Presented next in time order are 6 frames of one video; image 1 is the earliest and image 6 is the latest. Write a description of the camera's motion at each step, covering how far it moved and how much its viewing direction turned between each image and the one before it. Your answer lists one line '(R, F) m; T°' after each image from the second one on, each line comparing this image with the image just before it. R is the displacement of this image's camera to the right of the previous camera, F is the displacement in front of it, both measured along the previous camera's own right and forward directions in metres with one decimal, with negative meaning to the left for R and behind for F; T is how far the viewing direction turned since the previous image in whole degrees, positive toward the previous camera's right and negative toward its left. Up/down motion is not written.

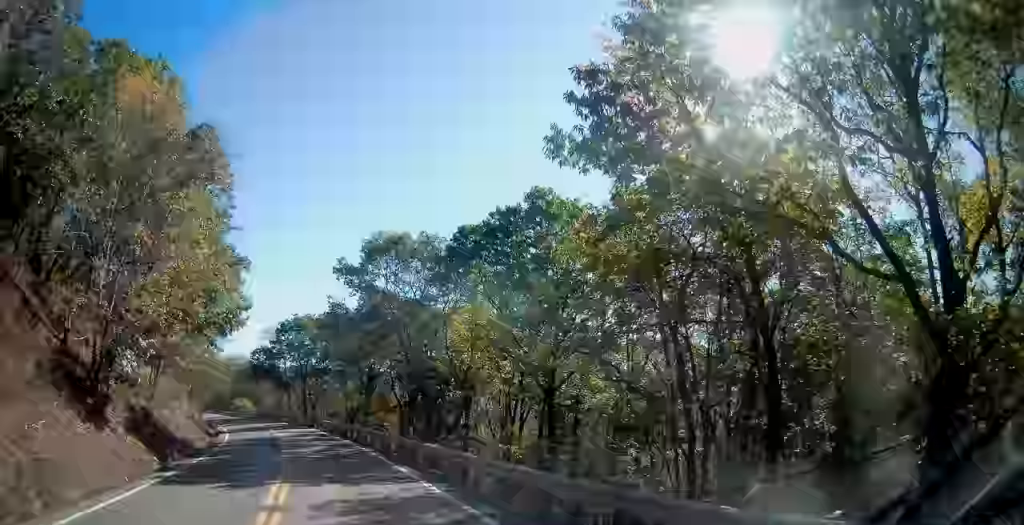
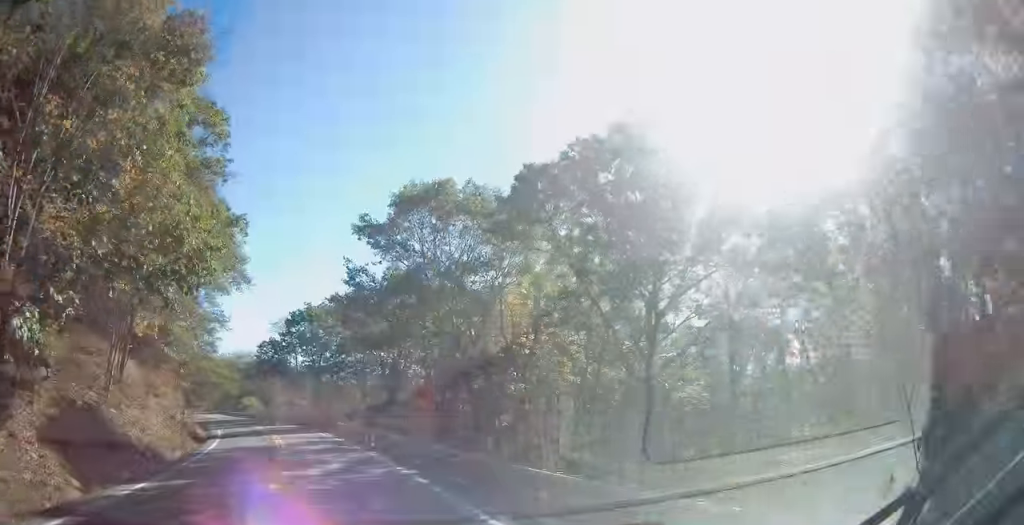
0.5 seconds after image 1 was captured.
(-0.2, +9.3) m; -2°
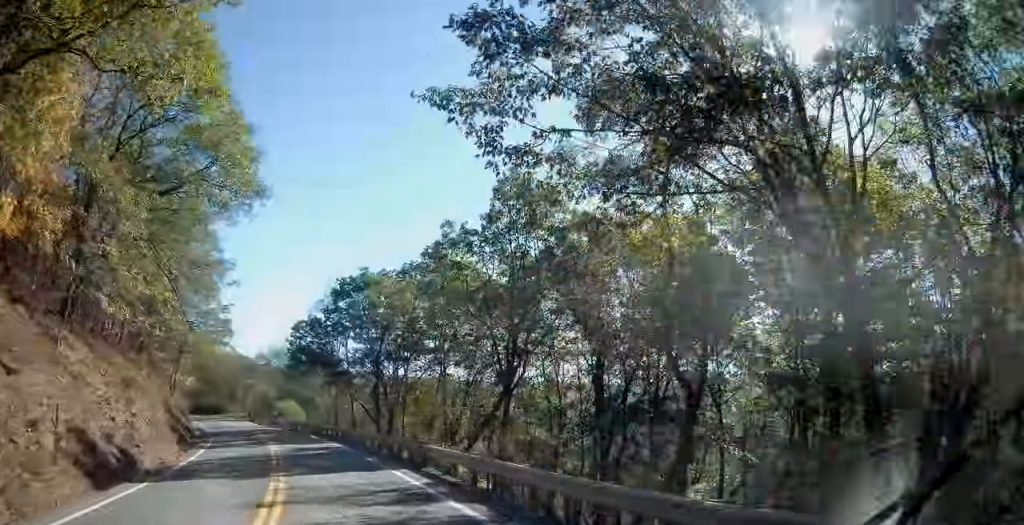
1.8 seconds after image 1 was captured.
(-1.2, +22.5) m; -6°
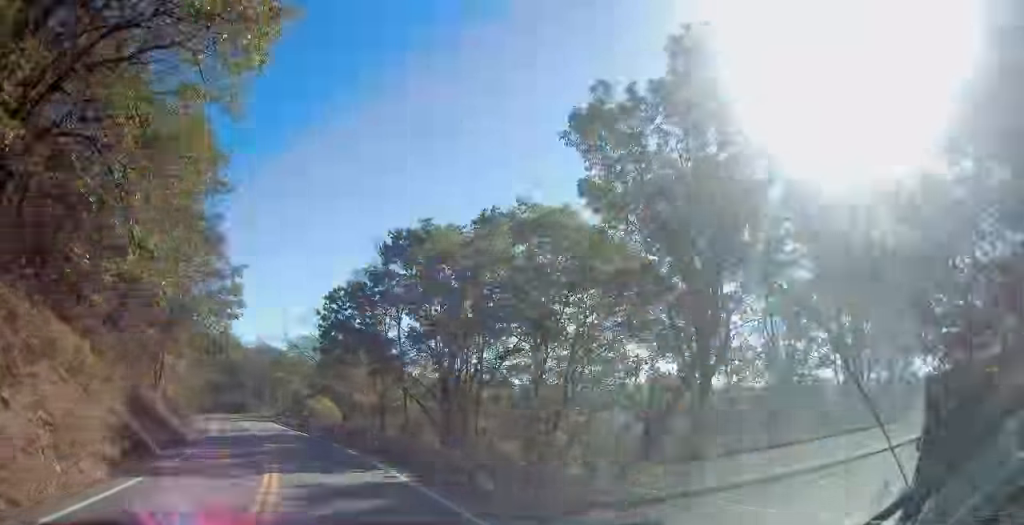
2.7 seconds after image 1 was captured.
(-0.4, +14.9) m; -4°
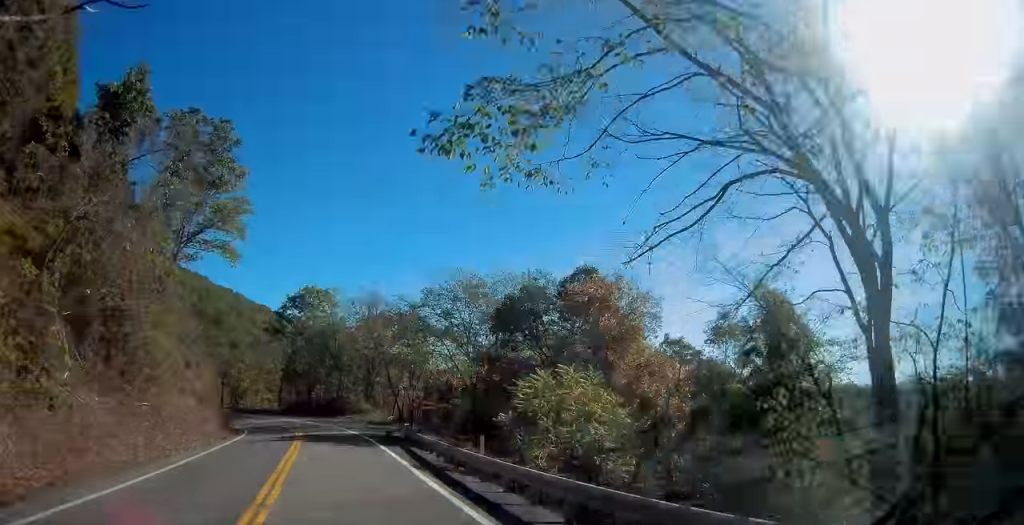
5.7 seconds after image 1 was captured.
(-4.9, +49.6) m; -9°
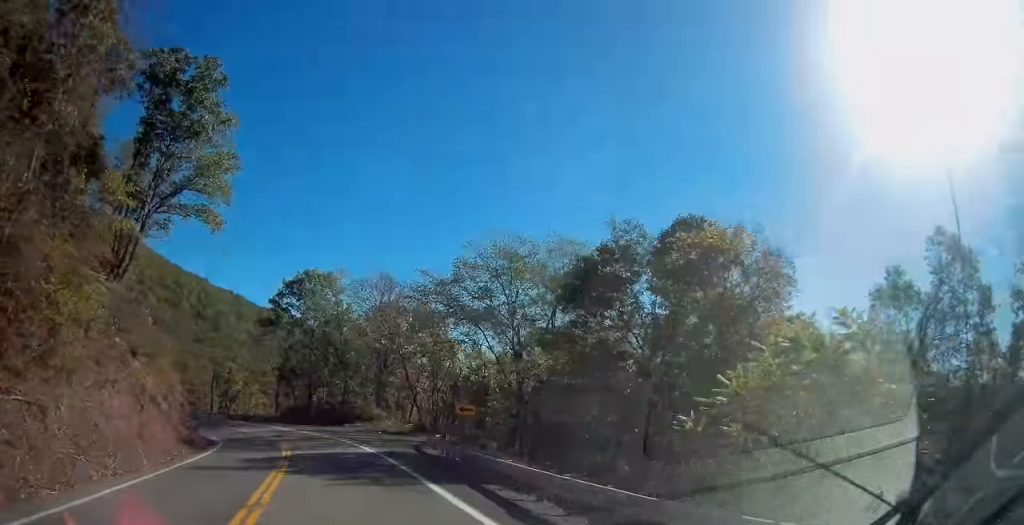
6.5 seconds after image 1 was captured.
(-0.2, +12.4) m; -2°
